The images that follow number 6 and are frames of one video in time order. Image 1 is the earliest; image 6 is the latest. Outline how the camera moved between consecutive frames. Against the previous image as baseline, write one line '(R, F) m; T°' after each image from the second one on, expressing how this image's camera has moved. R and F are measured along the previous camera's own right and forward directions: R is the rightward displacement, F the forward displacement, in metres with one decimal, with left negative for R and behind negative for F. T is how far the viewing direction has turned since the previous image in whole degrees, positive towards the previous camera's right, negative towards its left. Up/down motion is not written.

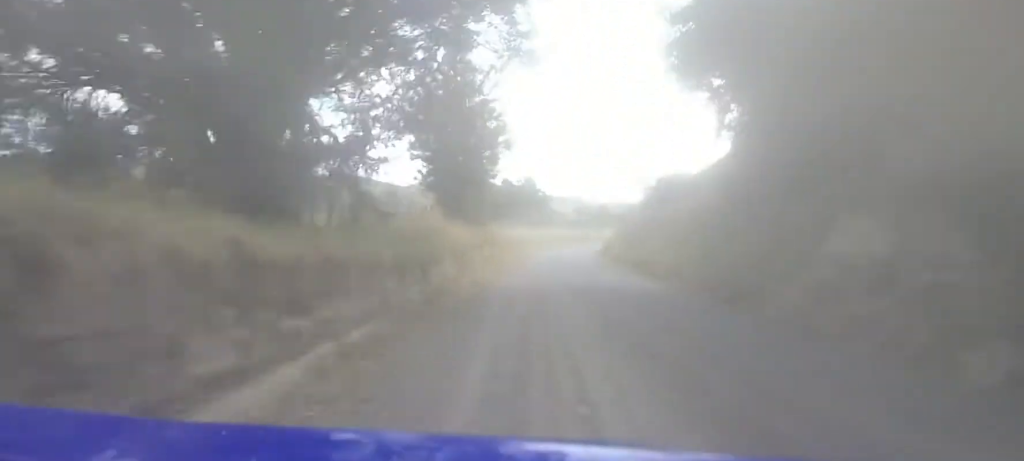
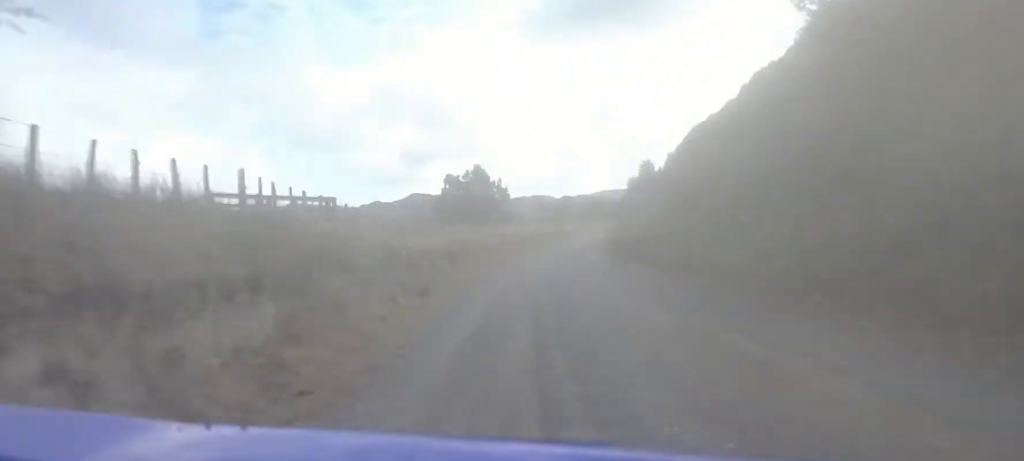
(+0.2, +23.0) m; +6°
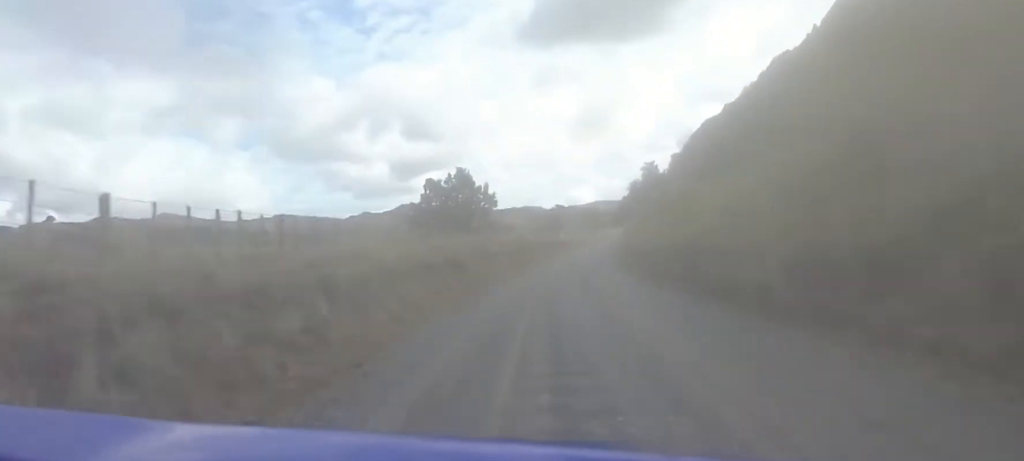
(+0.4, +10.9) m; +5°
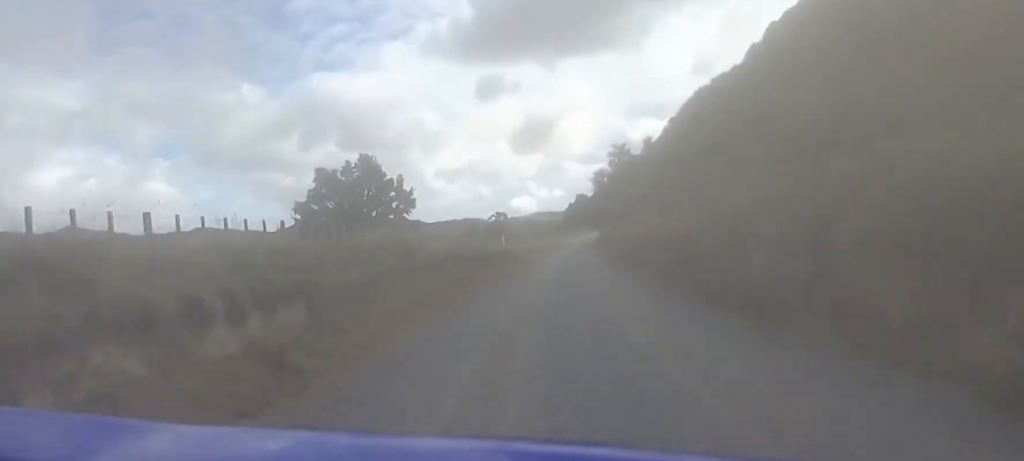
(+2.4, +23.3) m; +6°
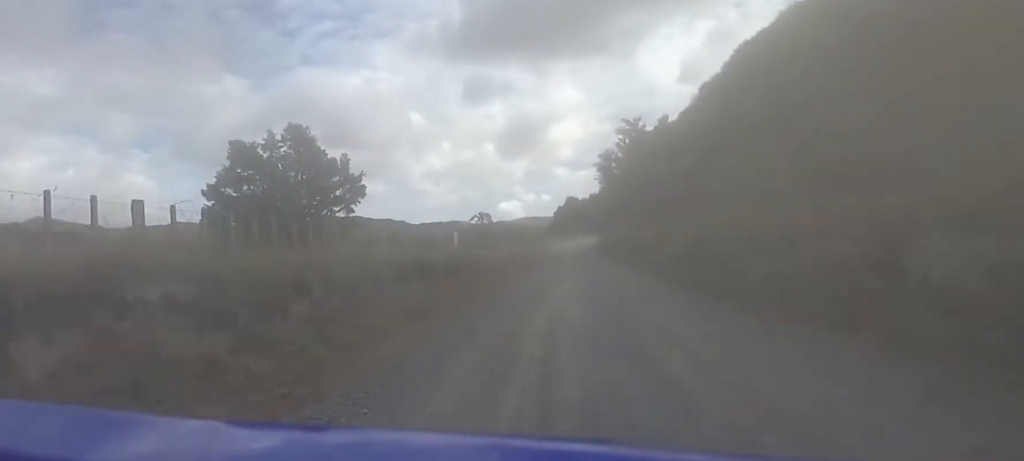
(+0.1, +16.4) m; -1°
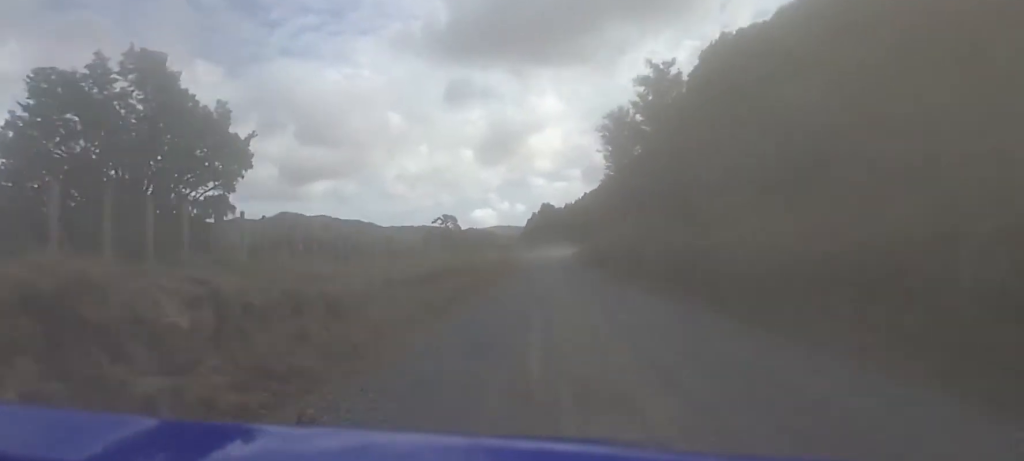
(-1.1, +17.7) m; +3°
